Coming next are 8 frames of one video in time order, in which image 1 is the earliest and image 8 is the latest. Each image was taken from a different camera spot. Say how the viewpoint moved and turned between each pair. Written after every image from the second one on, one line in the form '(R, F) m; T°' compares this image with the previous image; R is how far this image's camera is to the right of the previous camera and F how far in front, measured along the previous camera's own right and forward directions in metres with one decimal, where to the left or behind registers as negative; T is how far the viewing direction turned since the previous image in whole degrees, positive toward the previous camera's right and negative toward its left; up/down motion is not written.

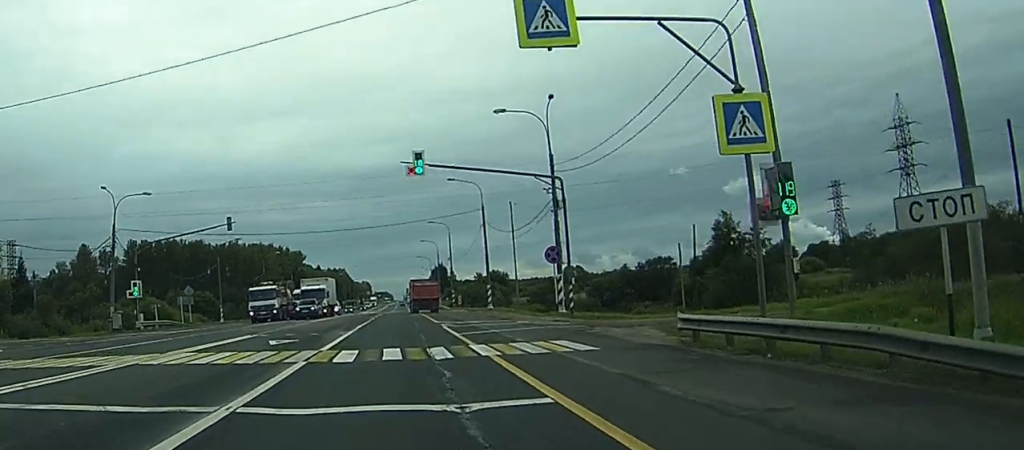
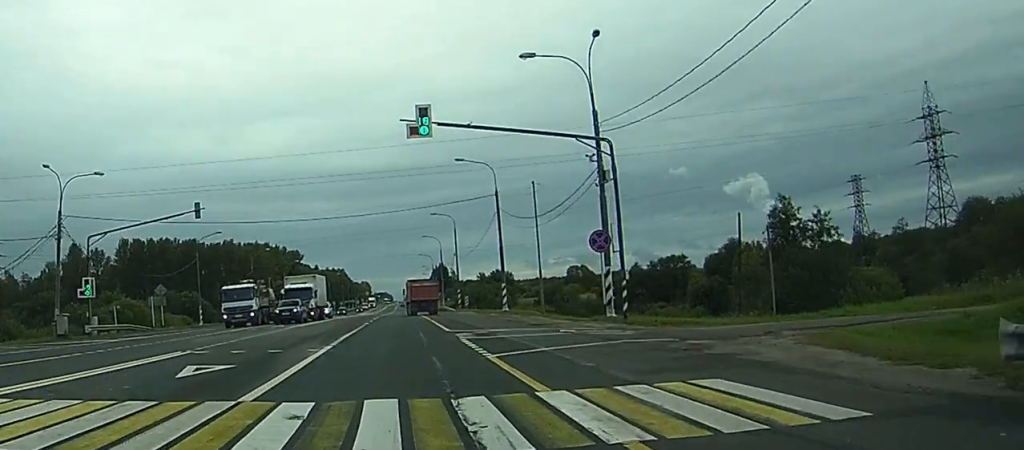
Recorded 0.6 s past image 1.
(0.0, +10.9) m; 0°
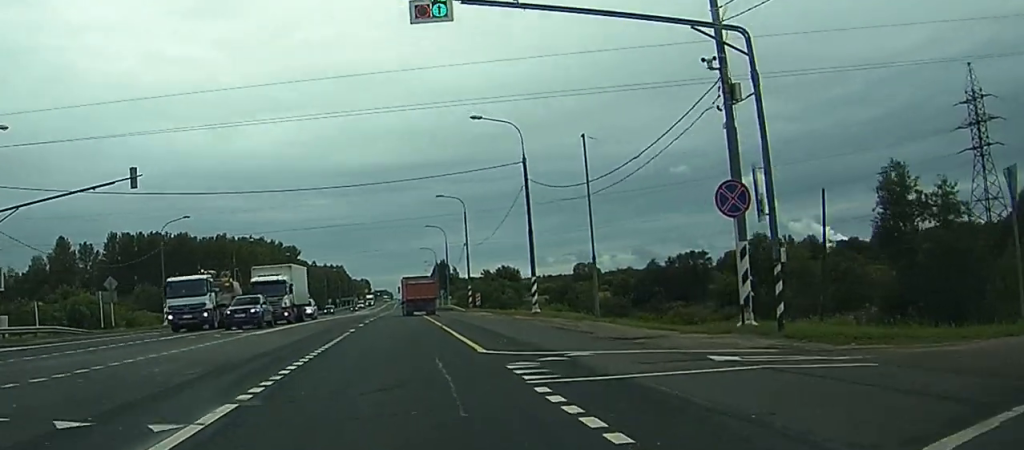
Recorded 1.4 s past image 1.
(0.0, +14.5) m; 0°
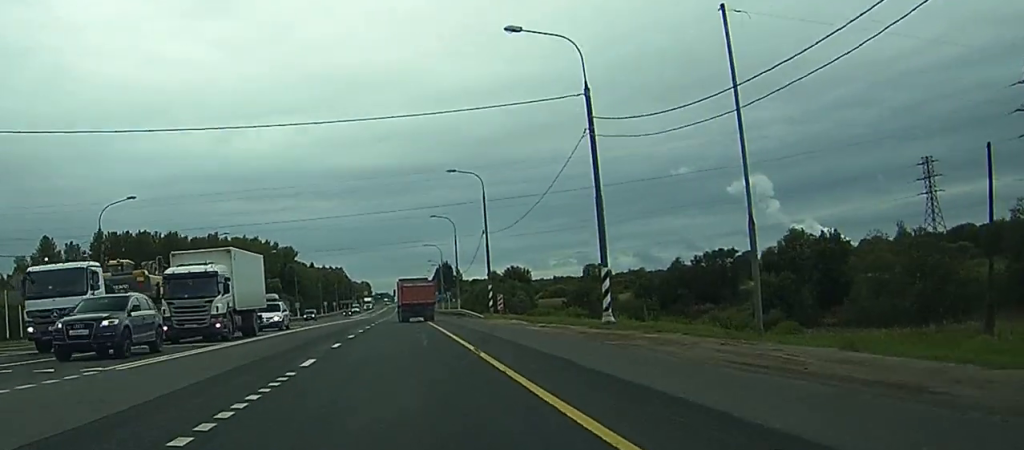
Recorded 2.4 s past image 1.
(0.0, +17.4) m; 0°
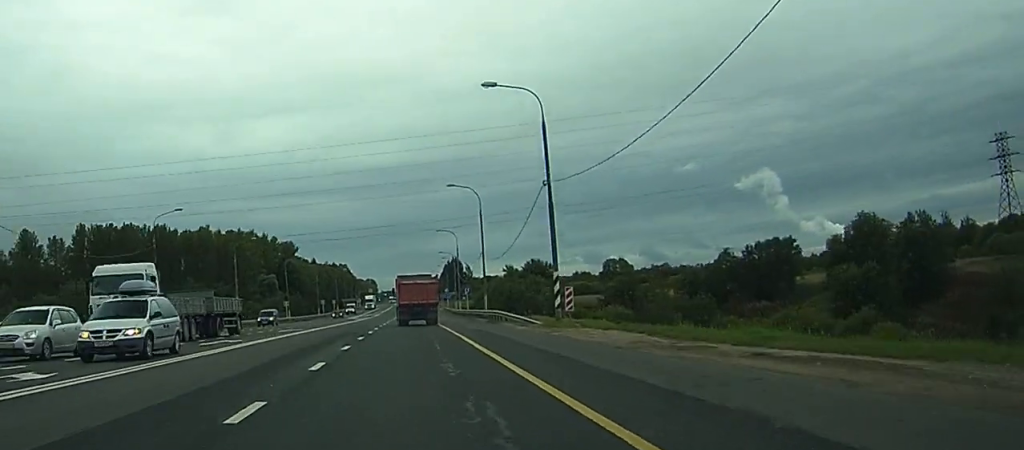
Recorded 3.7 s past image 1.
(-0.1, +24.5) m; -1°
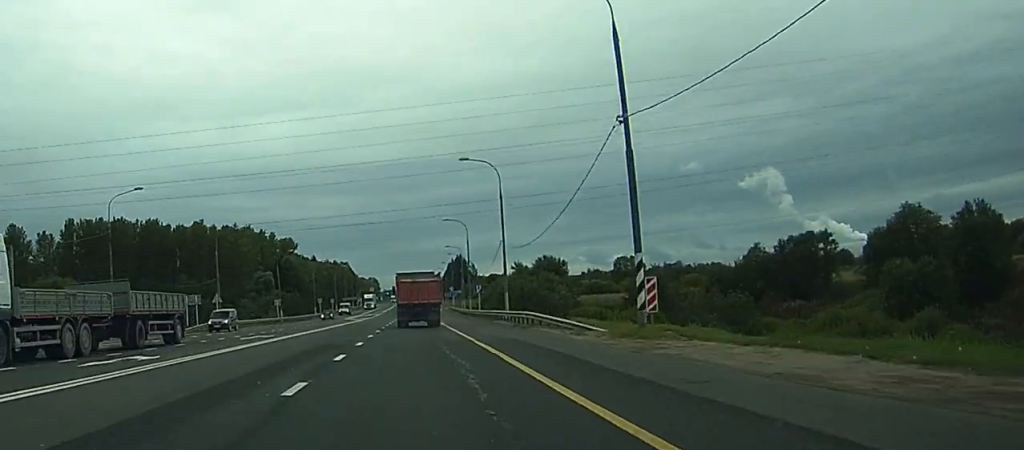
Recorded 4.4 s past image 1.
(0.0, +12.6) m; 0°
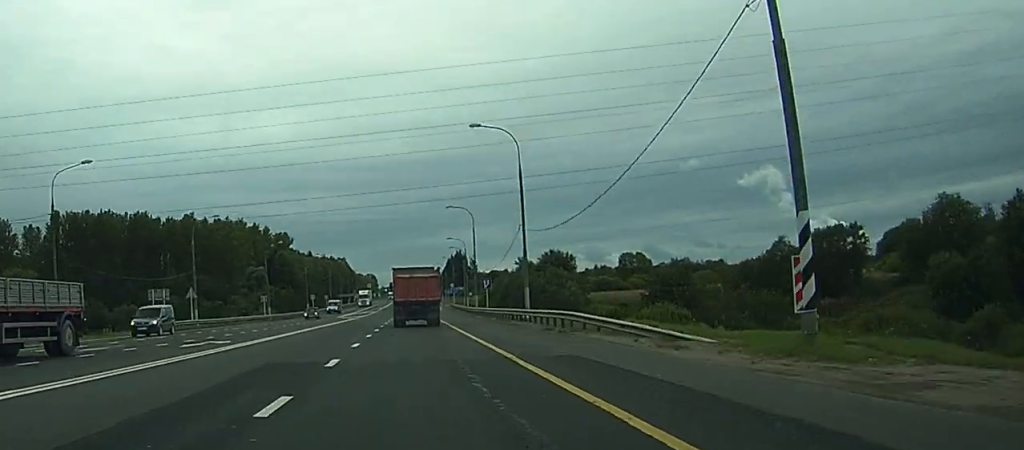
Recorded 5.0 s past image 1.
(-0.1, +10.3) m; 0°
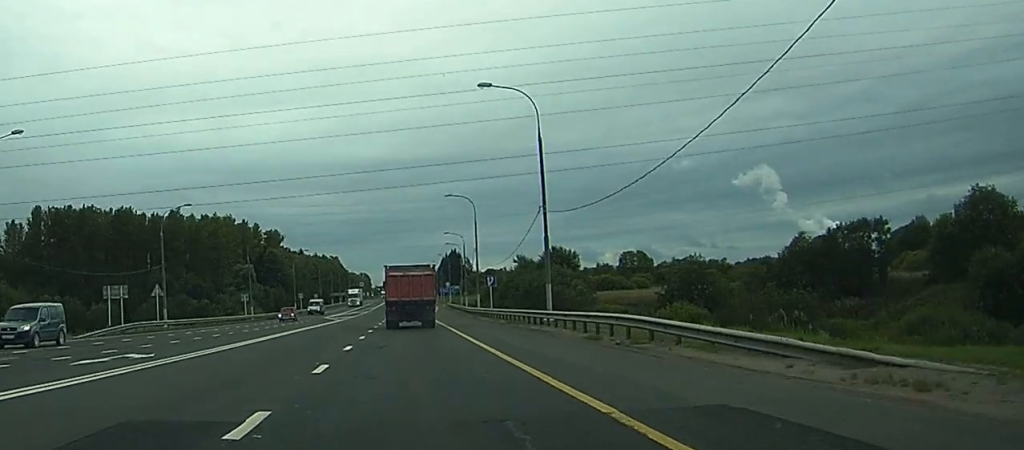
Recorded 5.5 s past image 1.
(0.0, +9.2) m; 0°
